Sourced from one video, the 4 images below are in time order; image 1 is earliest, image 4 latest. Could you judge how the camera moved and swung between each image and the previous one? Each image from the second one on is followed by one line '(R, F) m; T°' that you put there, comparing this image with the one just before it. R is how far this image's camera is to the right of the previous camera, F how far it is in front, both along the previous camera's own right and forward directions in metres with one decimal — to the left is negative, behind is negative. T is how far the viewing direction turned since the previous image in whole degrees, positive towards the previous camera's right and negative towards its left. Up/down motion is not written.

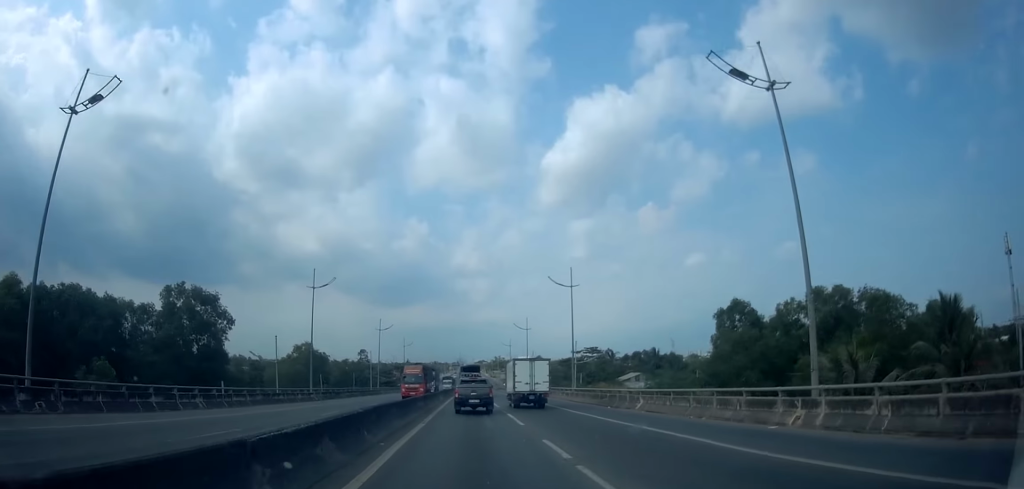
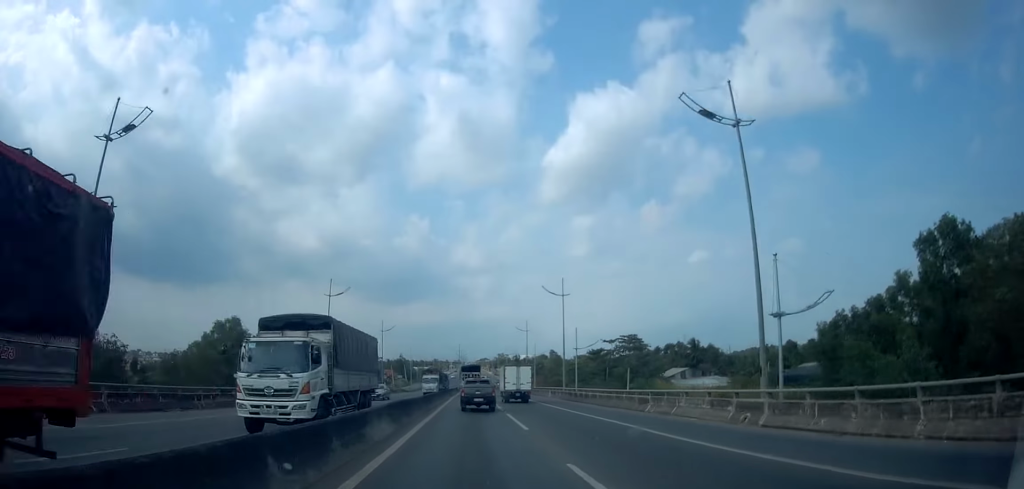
(+0.9, +30.1) m; -1°
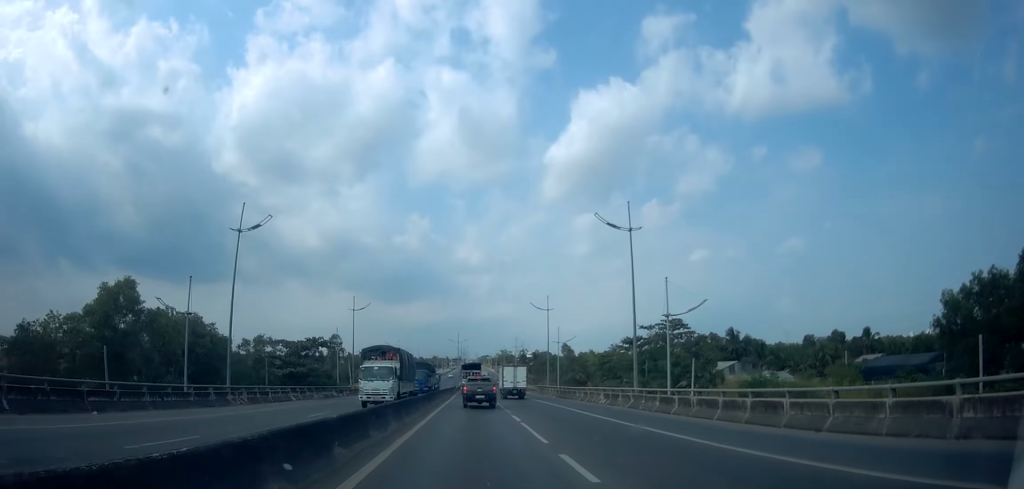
(+0.2, +20.9) m; +3°
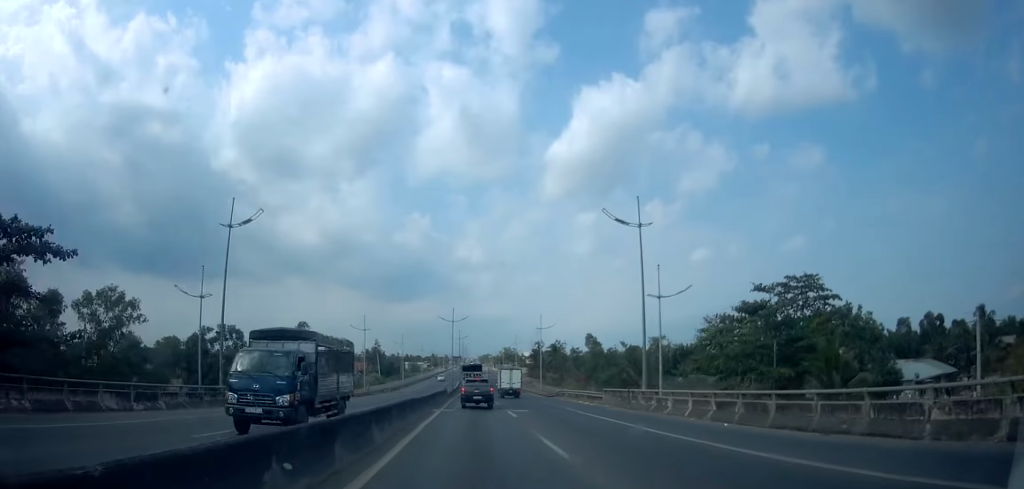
(-1.6, +33.6) m; -2°
